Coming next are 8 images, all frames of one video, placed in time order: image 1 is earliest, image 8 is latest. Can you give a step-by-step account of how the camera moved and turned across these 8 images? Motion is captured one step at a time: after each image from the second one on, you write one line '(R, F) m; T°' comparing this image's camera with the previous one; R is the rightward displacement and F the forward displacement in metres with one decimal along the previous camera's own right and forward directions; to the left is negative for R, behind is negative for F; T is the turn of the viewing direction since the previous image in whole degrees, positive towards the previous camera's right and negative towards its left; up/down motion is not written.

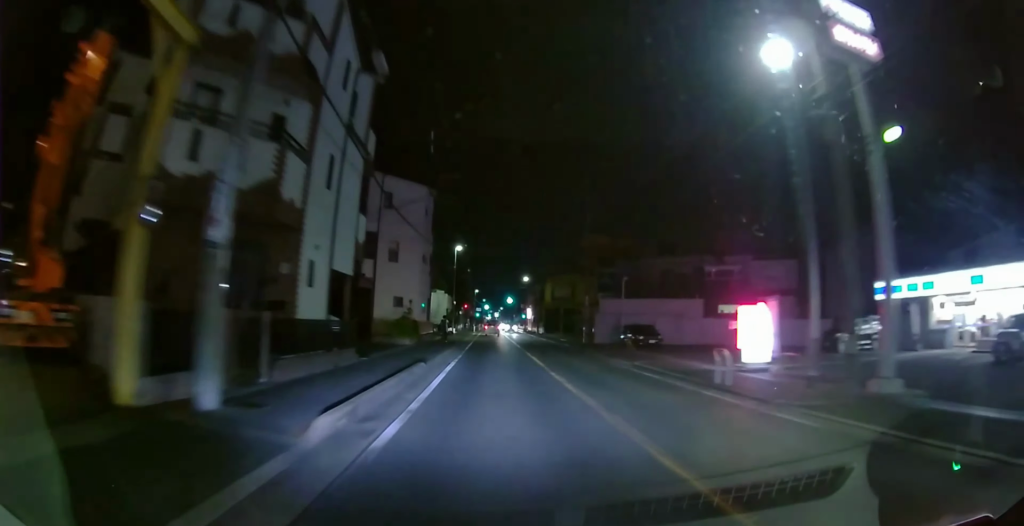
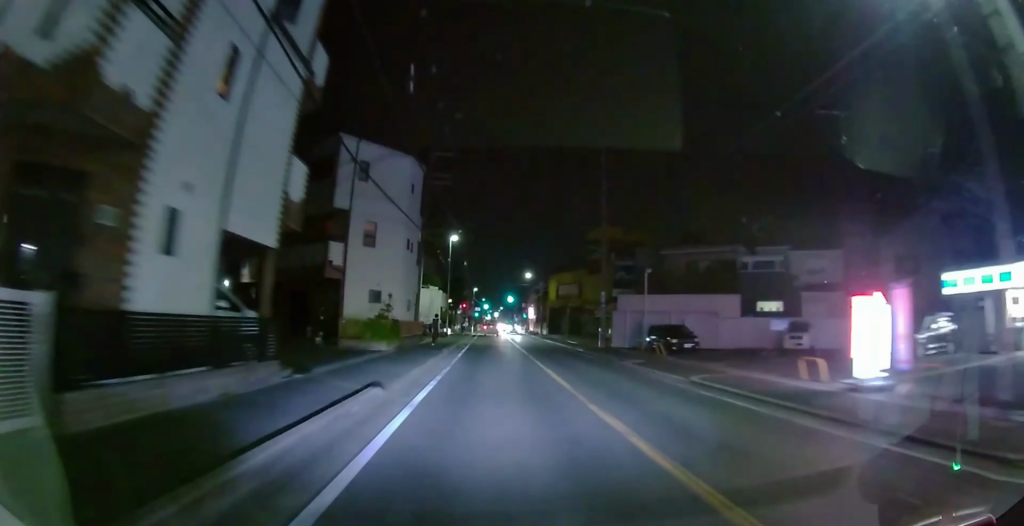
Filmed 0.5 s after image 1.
(+0.2, +5.7) m; +1°
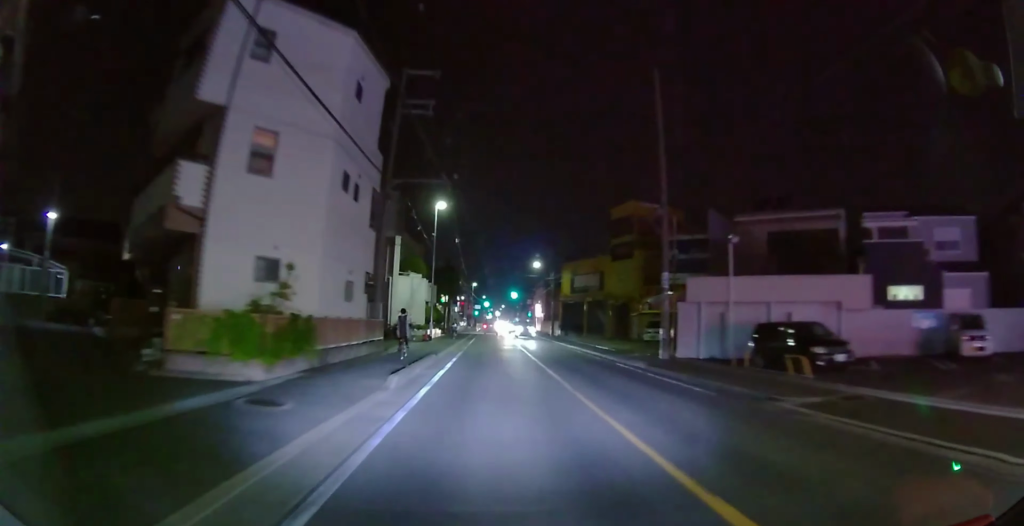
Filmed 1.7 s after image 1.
(-0.1, +11.9) m; -2°
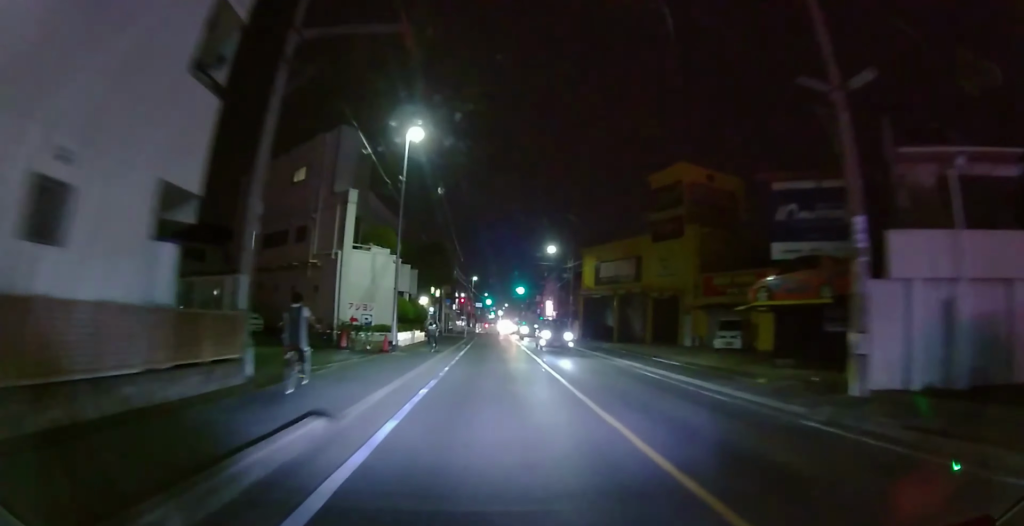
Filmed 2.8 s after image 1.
(-0.2, +12.3) m; 0°
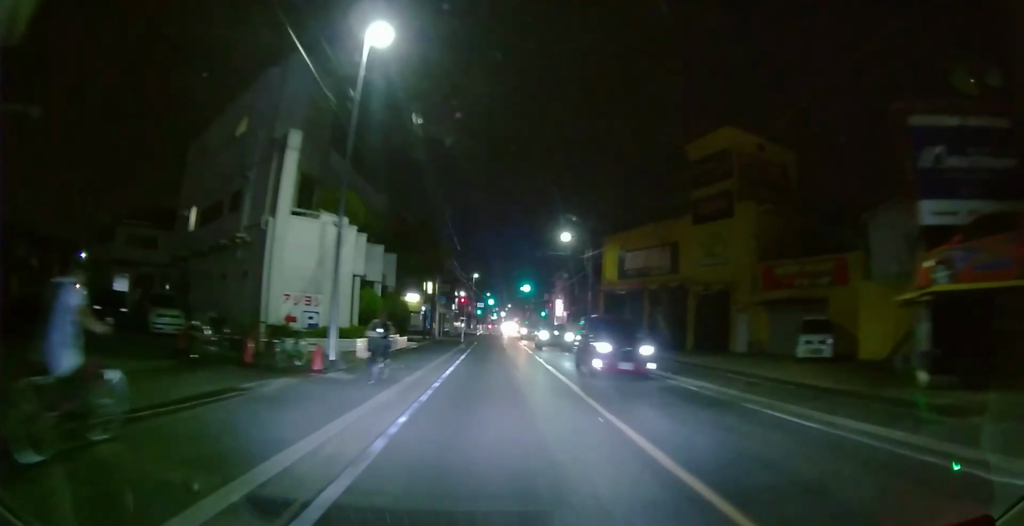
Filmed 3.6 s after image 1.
(+0.2, +7.7) m; +1°
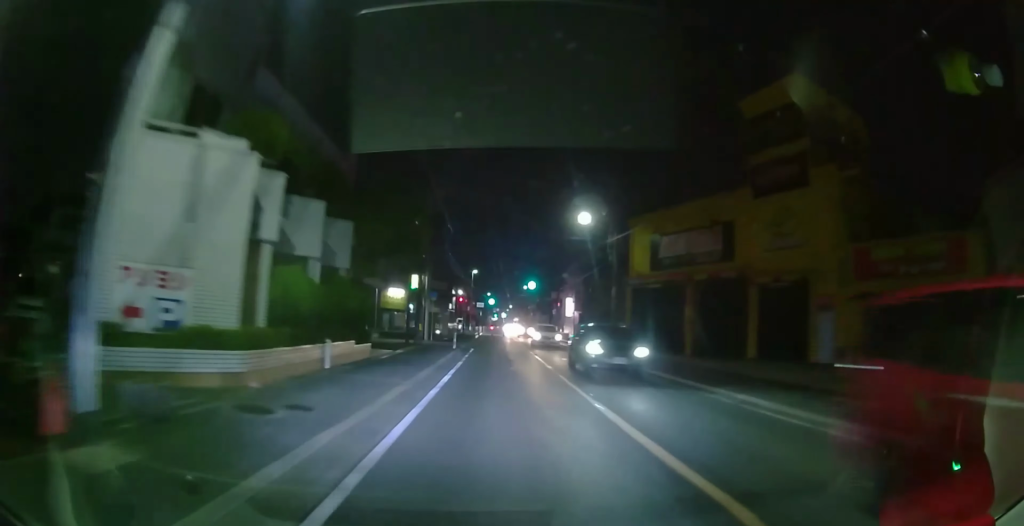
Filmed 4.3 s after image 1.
(0.0, +7.7) m; 0°
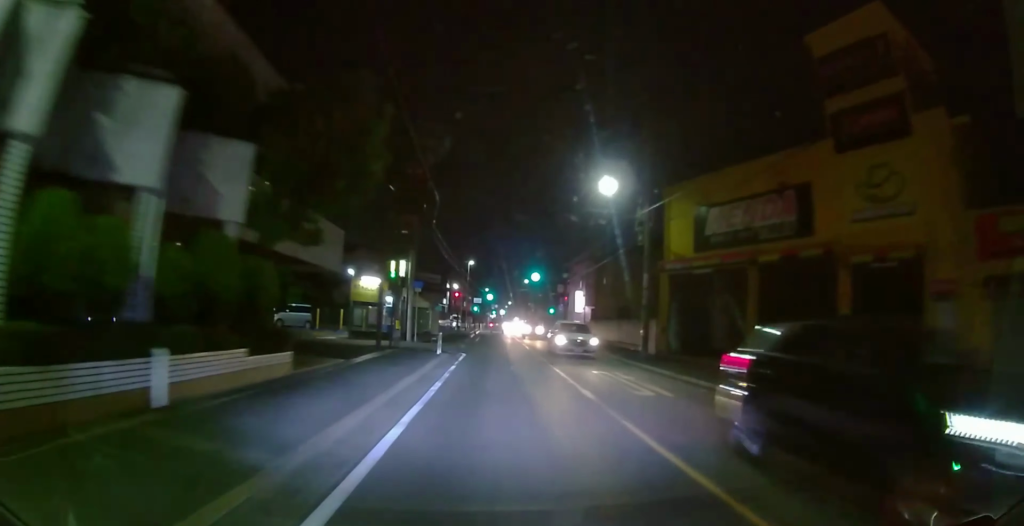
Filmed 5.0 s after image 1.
(0.0, +7.0) m; 0°
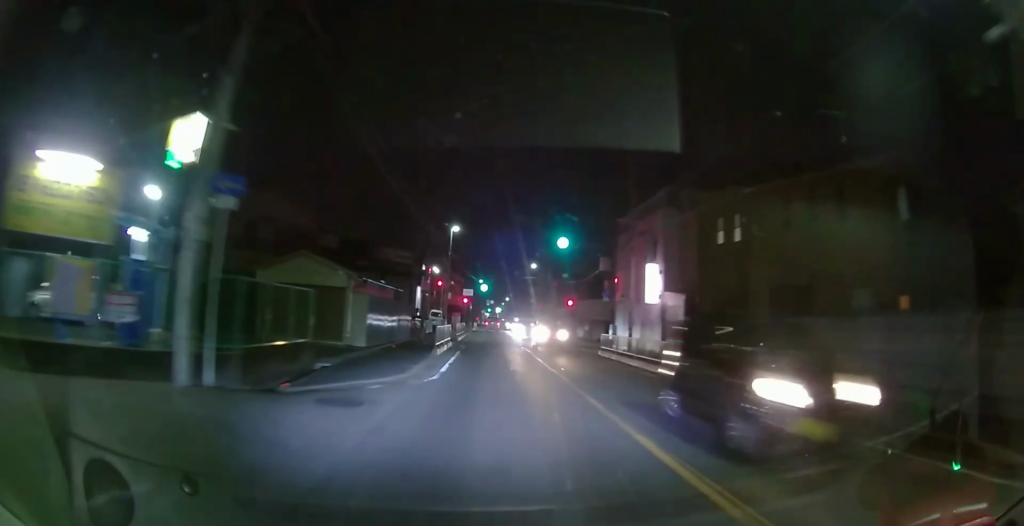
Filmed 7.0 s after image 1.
(-0.2, +21.3) m; -2°
